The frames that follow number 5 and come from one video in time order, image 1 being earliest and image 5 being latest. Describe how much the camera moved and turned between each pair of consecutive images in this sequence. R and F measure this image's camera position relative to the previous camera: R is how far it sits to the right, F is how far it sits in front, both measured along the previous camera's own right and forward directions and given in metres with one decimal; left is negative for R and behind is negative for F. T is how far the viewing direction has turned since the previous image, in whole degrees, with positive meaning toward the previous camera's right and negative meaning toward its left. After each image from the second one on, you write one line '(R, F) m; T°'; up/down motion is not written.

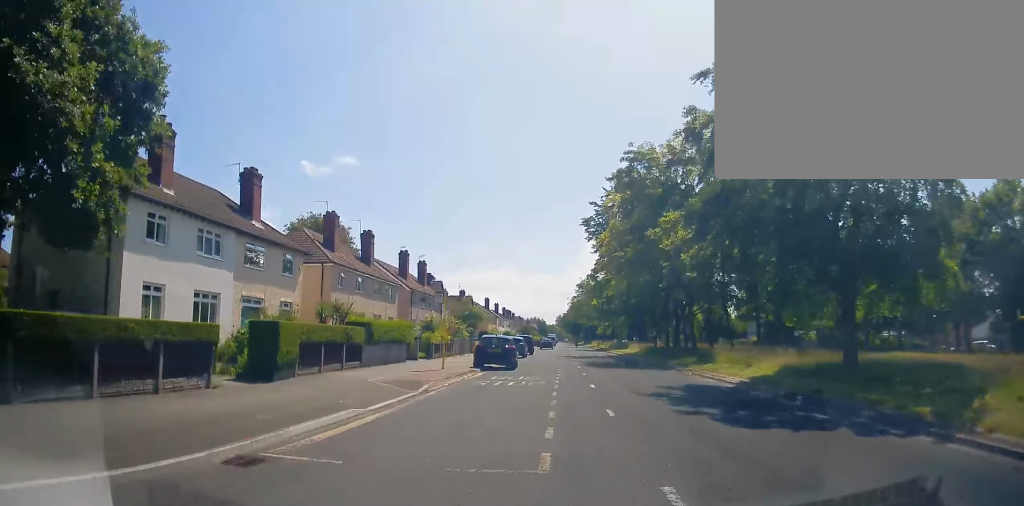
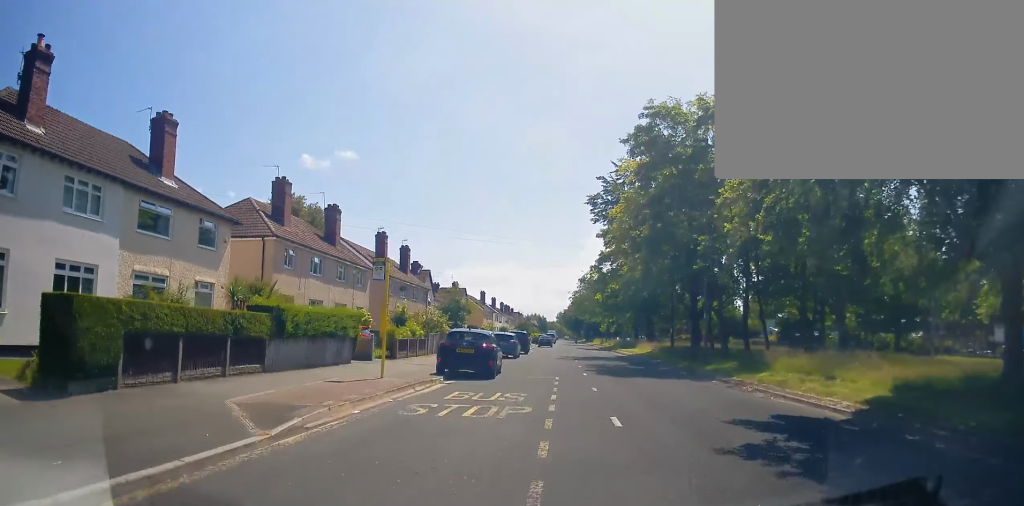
(0.0, +7.5) m; +1°
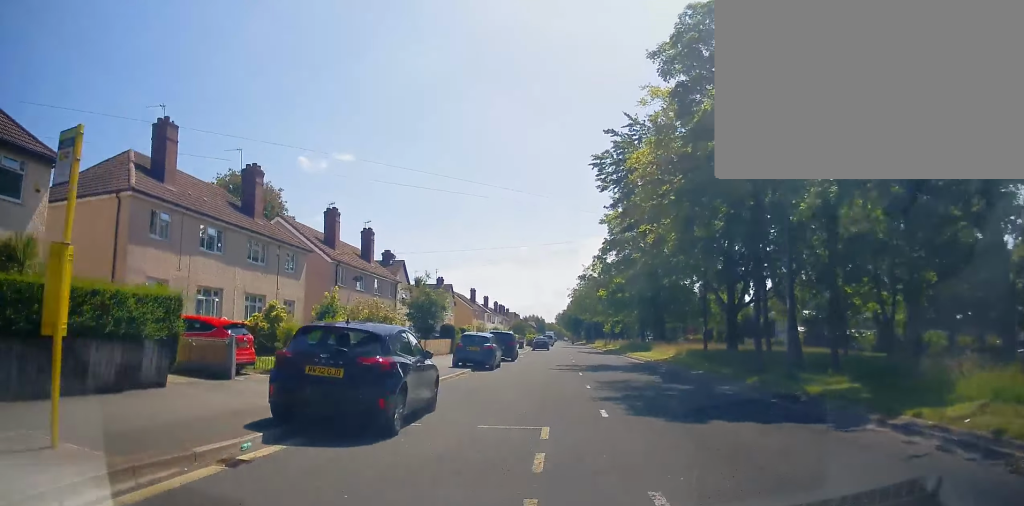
(+0.2, +10.7) m; +1°
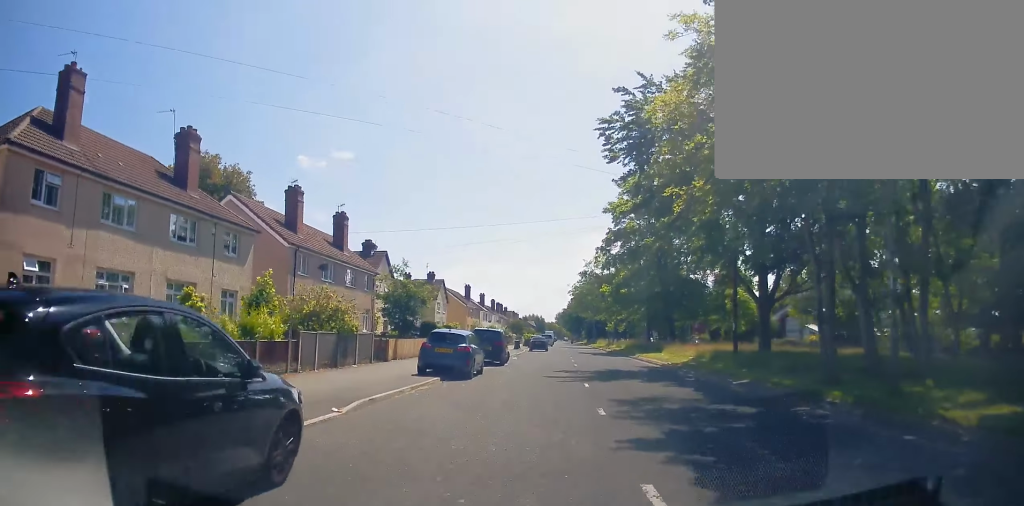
(+0.1, +6.0) m; -1°
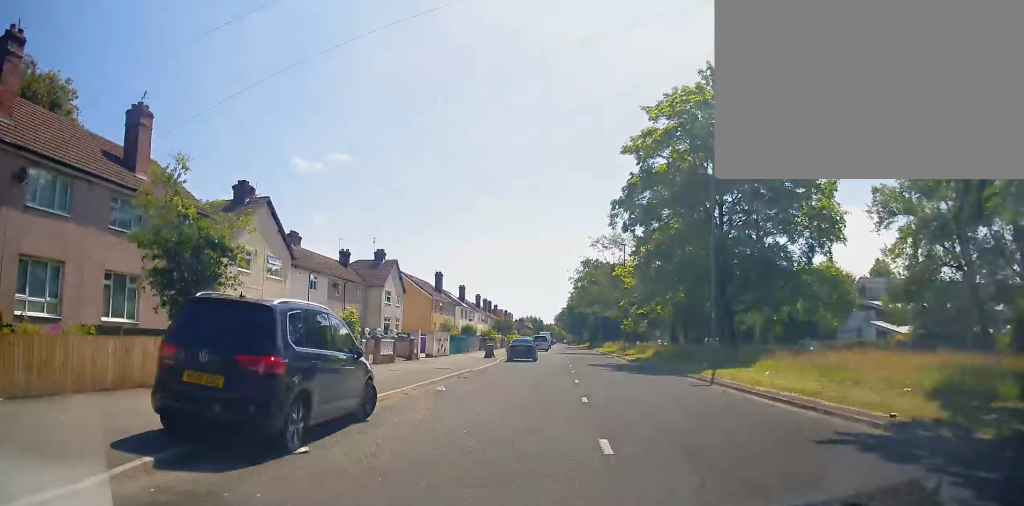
(-0.4, +21.6) m; 0°
